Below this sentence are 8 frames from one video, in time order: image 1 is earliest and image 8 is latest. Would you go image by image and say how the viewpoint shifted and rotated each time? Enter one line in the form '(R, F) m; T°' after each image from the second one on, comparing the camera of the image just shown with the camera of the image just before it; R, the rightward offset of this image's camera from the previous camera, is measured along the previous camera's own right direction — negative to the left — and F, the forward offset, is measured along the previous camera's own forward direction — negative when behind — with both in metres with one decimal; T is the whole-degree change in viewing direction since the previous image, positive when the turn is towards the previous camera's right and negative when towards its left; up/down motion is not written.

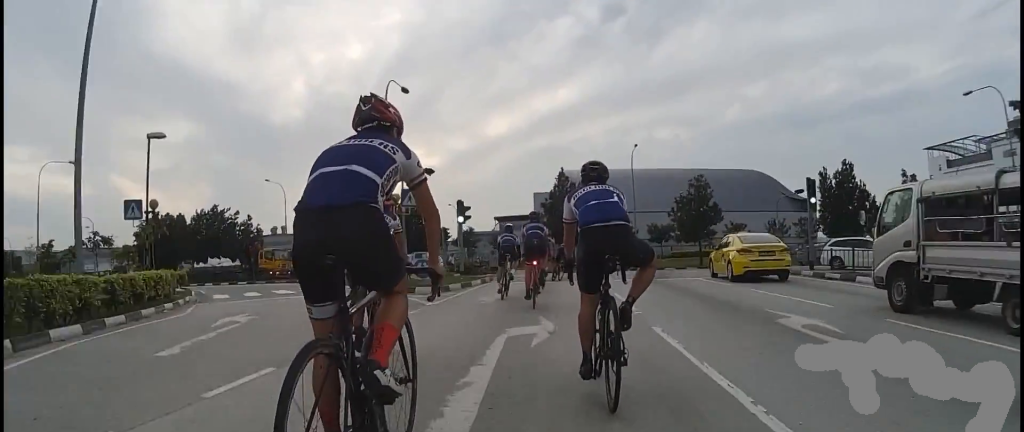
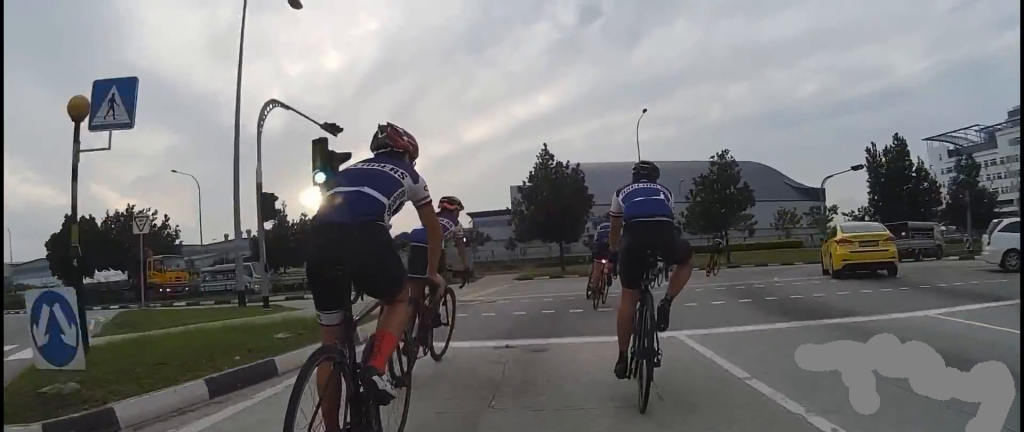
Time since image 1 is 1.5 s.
(+1.1, +11.9) m; +19°
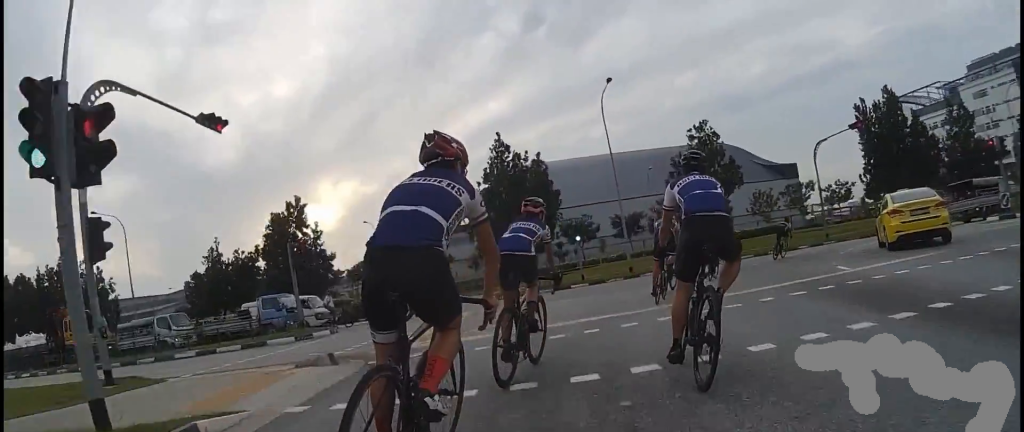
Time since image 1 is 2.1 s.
(+0.8, +5.1) m; +8°
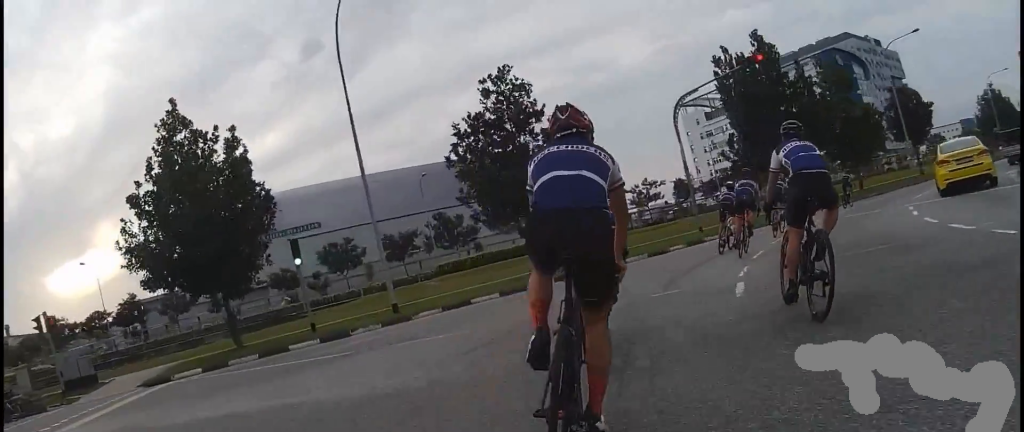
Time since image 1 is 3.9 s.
(+2.8, +14.2) m; +26°
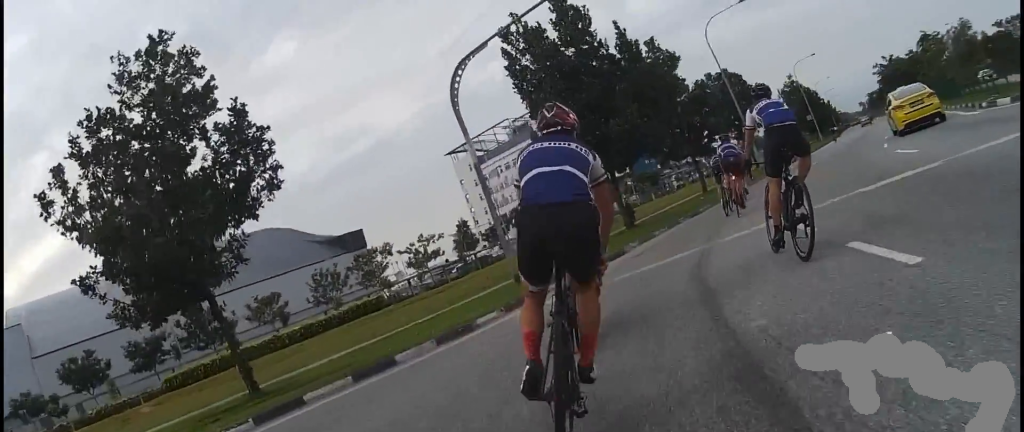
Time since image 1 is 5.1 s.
(+2.3, +10.0) m; +23°
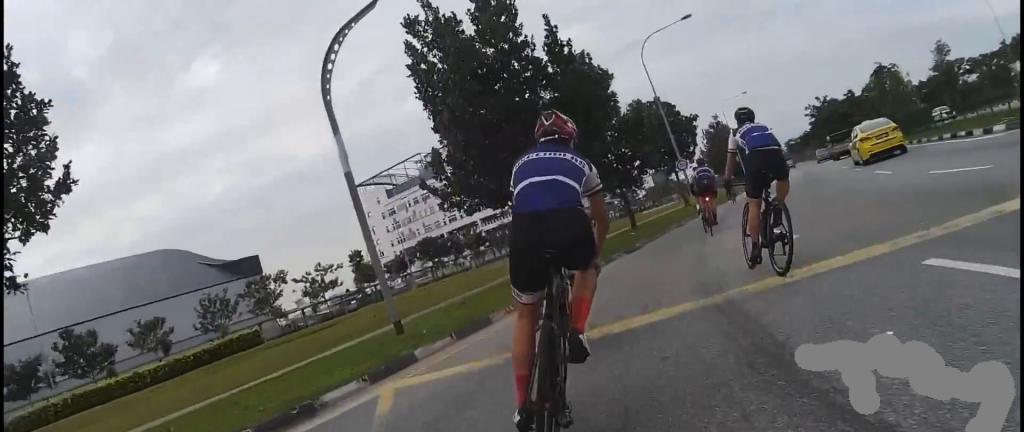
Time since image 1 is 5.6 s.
(+0.3, +4.3) m; +5°
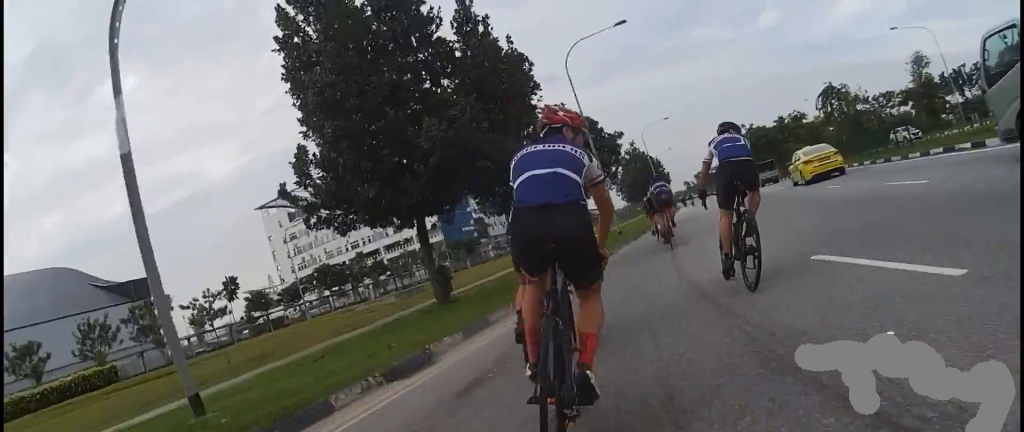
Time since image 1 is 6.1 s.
(+0.3, +4.4) m; +1°
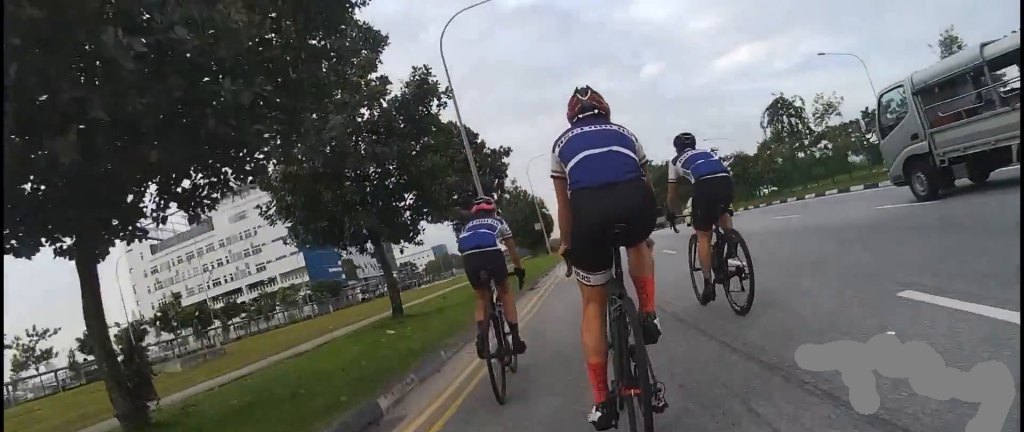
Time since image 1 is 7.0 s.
(-0.1, +8.2) m; +4°
